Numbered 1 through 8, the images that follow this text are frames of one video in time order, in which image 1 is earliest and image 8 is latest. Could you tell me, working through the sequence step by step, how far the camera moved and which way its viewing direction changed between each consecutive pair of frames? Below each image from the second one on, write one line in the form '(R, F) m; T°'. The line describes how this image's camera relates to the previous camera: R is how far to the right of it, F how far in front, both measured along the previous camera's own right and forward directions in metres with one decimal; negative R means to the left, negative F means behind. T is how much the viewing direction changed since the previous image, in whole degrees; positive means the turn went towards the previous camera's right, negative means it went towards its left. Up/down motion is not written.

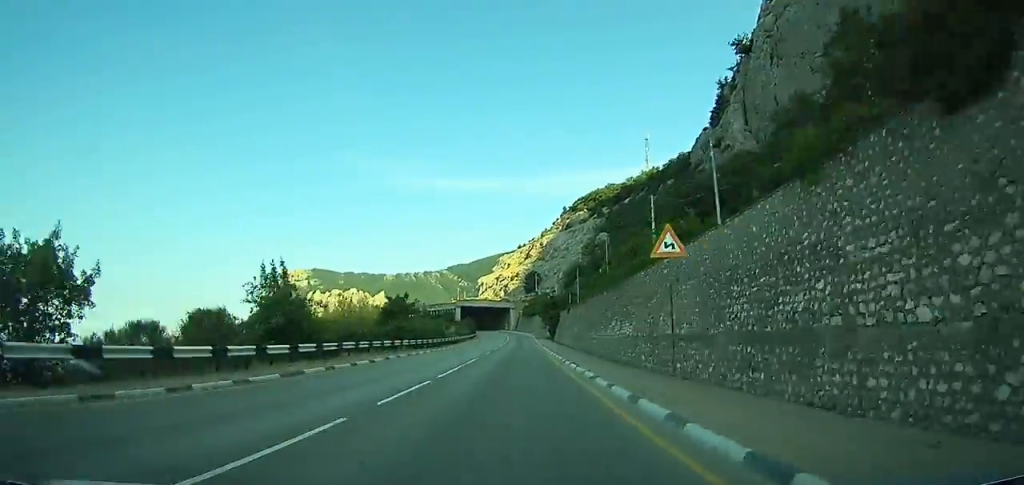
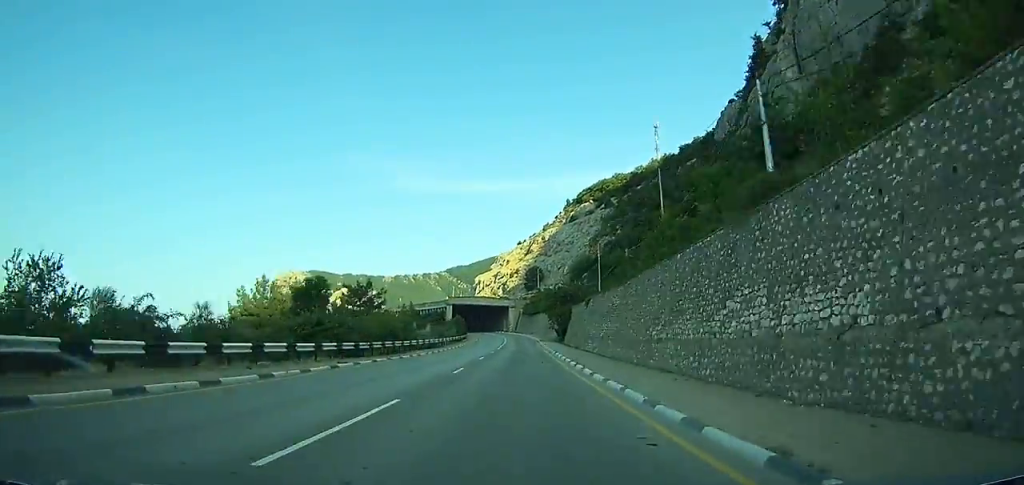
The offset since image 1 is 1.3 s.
(-0.3, +21.9) m; -1°
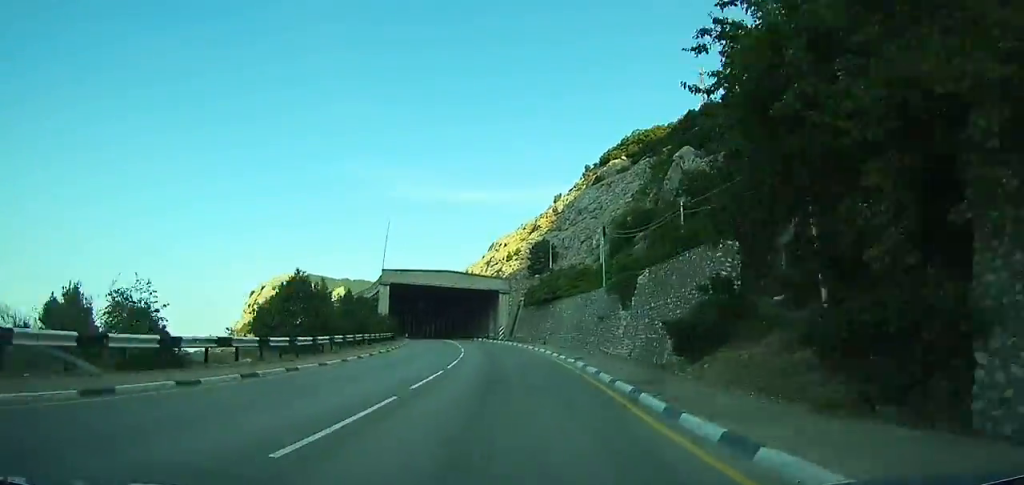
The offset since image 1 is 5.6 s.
(-0.5, +69.6) m; -3°
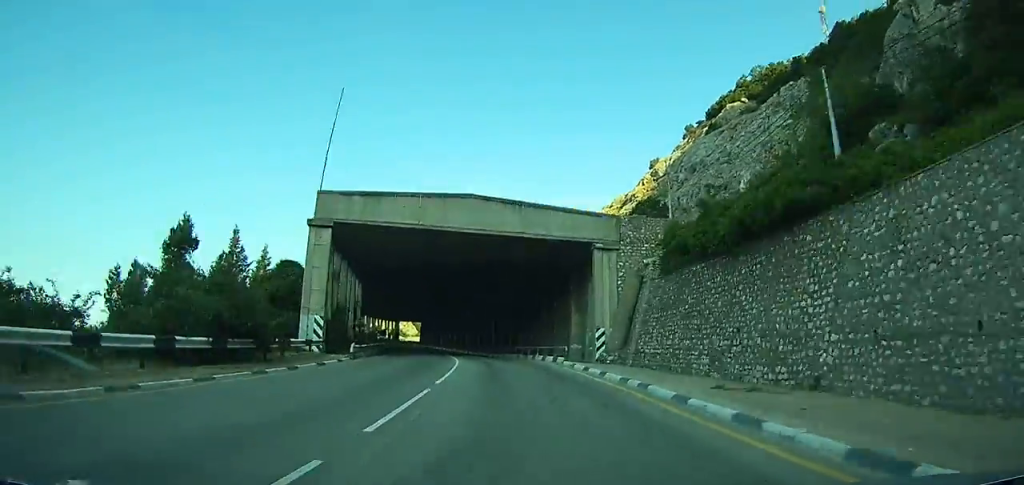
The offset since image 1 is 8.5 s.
(-1.6, +45.0) m; -5°
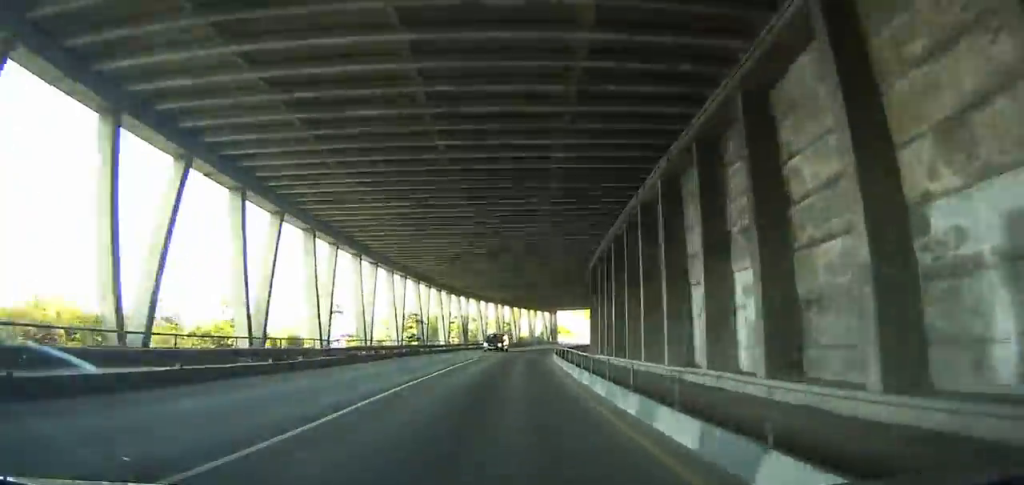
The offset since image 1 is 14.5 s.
(-8.5, +92.8) m; -8°
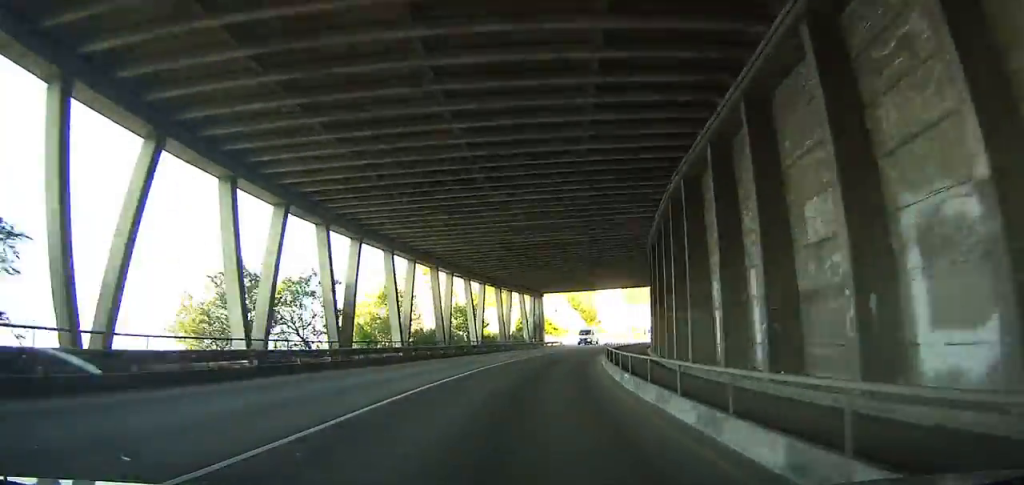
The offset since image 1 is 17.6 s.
(-0.7, +44.7) m; 0°
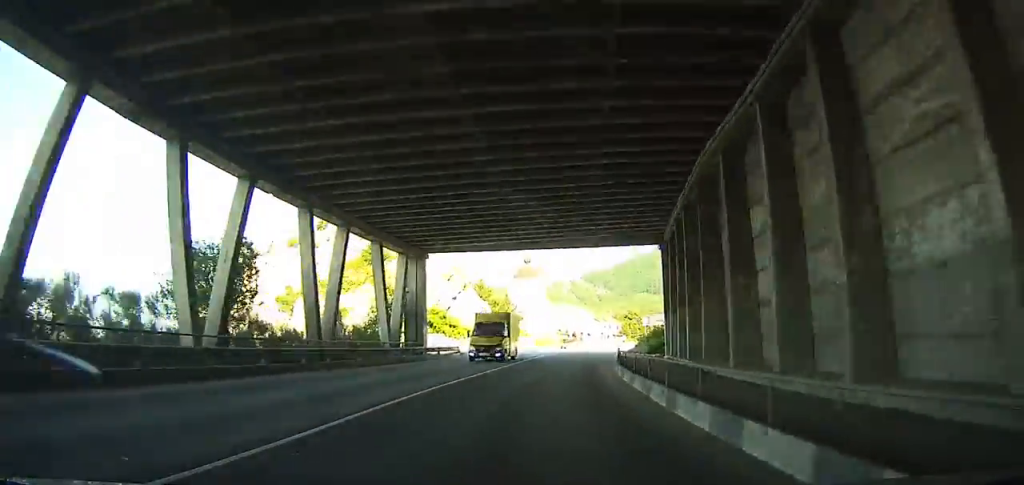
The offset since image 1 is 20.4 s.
(+0.7, +36.3) m; 0°
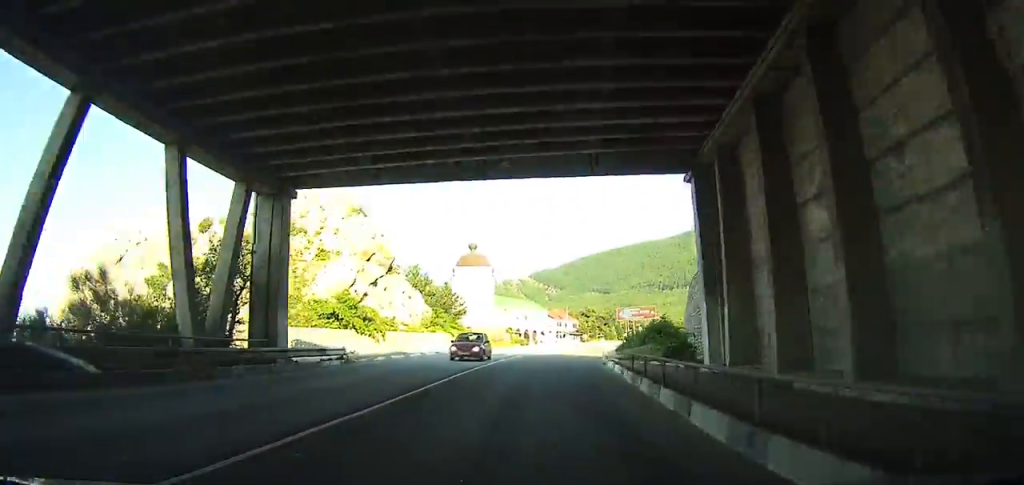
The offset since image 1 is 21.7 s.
(+0.9, +16.1) m; -1°
